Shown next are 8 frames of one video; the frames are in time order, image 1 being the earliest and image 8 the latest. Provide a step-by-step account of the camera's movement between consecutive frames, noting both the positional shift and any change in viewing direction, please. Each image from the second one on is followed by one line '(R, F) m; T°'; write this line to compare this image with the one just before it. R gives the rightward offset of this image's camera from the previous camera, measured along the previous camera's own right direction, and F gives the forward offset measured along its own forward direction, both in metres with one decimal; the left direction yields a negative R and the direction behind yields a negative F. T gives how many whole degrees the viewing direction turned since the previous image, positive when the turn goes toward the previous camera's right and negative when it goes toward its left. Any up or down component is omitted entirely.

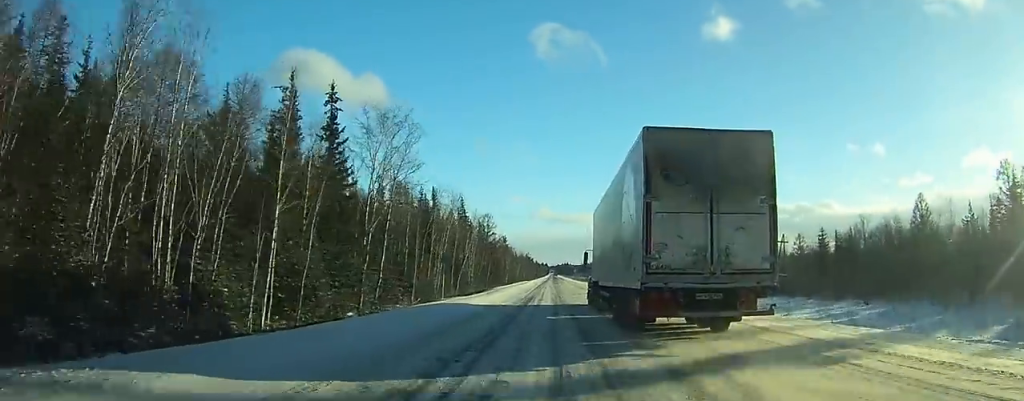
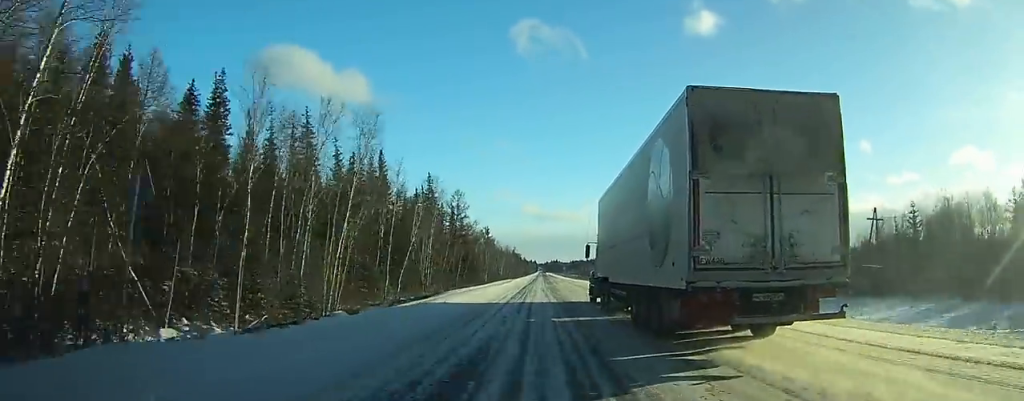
(-0.1, +28.4) m; 0°
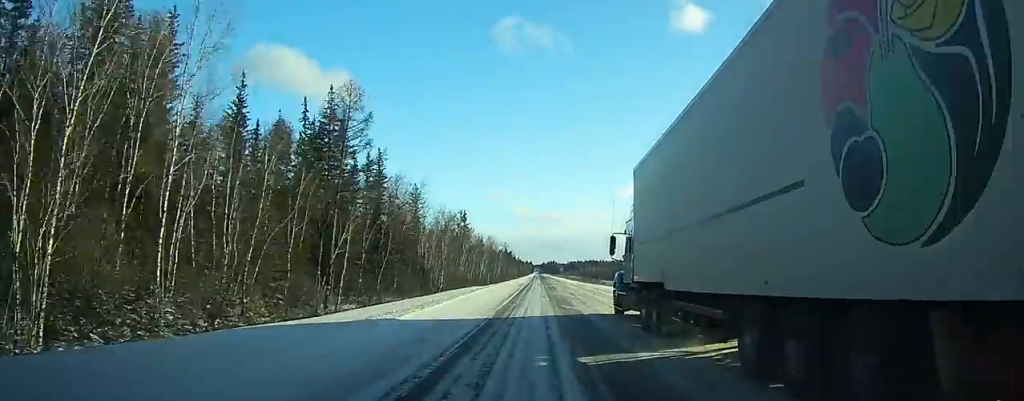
(+0.4, +50.0) m; +1°
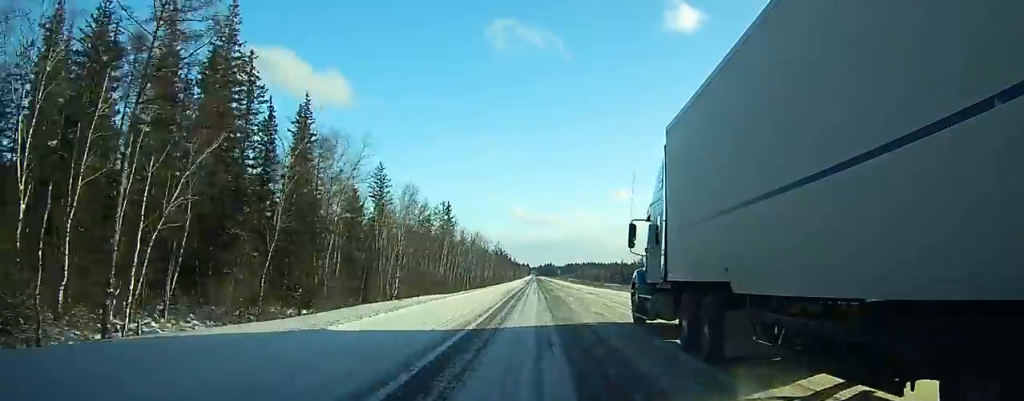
(+0.1, +19.8) m; +1°
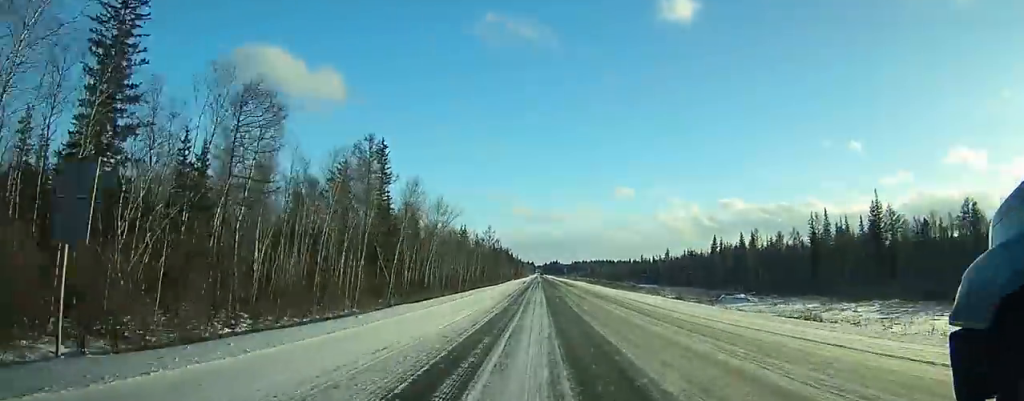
(+0.6, +53.8) m; +2°
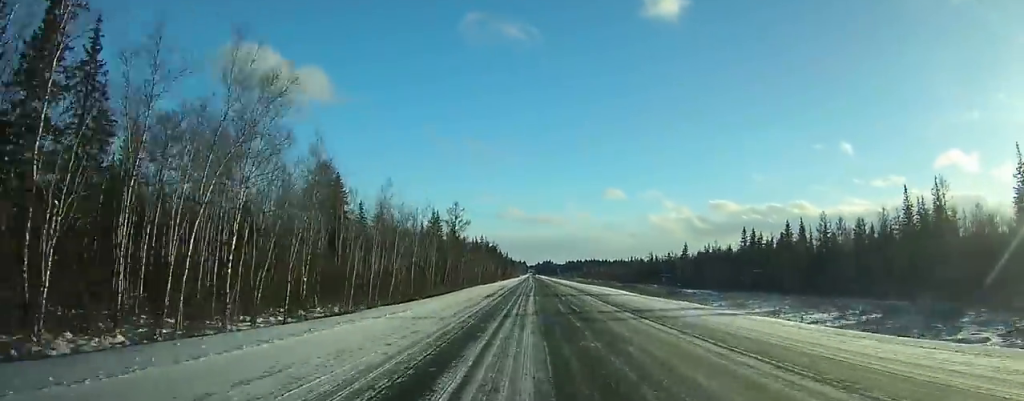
(+0.8, +48.9) m; +1°
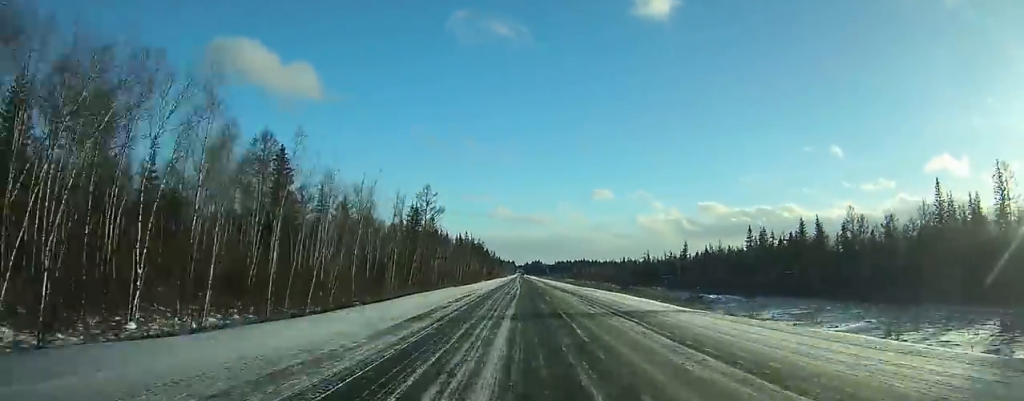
(0.0, +17.3) m; 0°
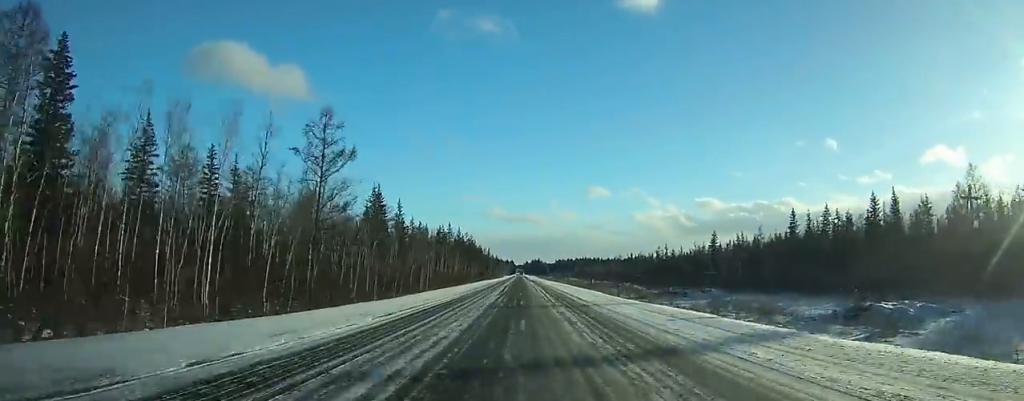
(0.0, +39.0) m; 0°
